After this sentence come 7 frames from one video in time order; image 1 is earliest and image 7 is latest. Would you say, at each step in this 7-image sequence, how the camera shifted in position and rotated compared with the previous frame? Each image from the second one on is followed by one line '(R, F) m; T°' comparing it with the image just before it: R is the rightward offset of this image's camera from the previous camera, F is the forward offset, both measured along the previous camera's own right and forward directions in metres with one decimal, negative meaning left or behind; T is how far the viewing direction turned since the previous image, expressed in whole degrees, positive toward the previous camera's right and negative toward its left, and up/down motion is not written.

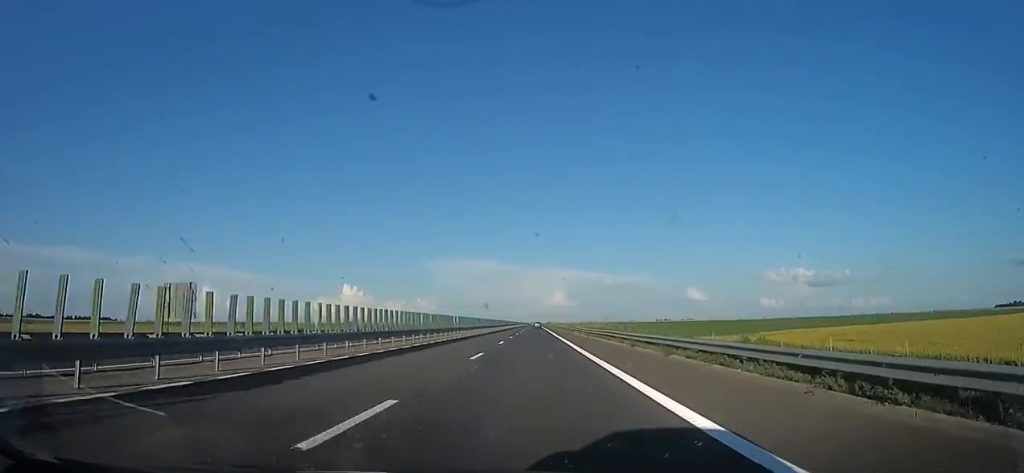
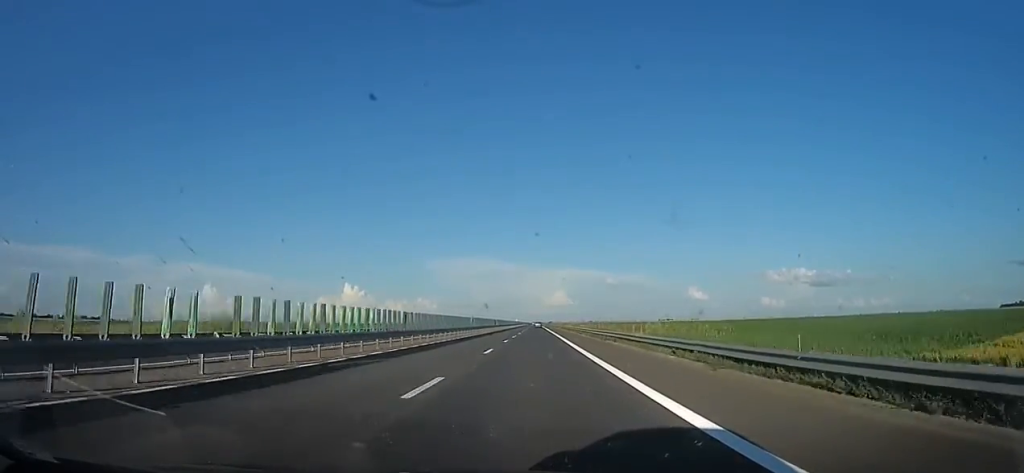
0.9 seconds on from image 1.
(0.0, +32.4) m; 0°
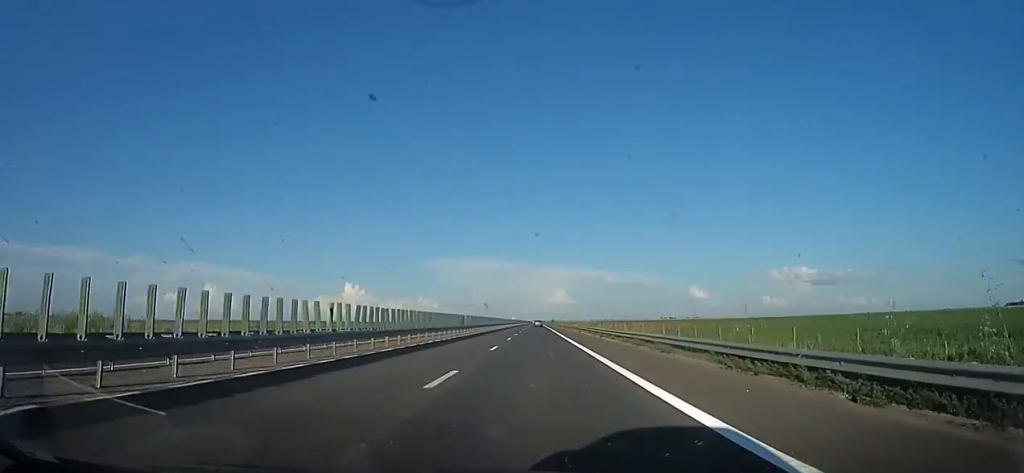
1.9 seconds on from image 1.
(0.0, +34.8) m; 0°
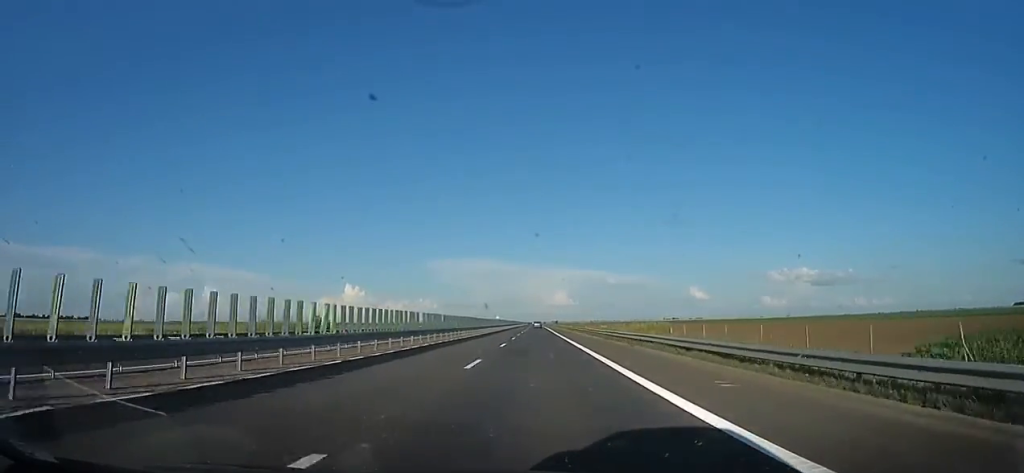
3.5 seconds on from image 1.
(0.0, +55.7) m; 0°
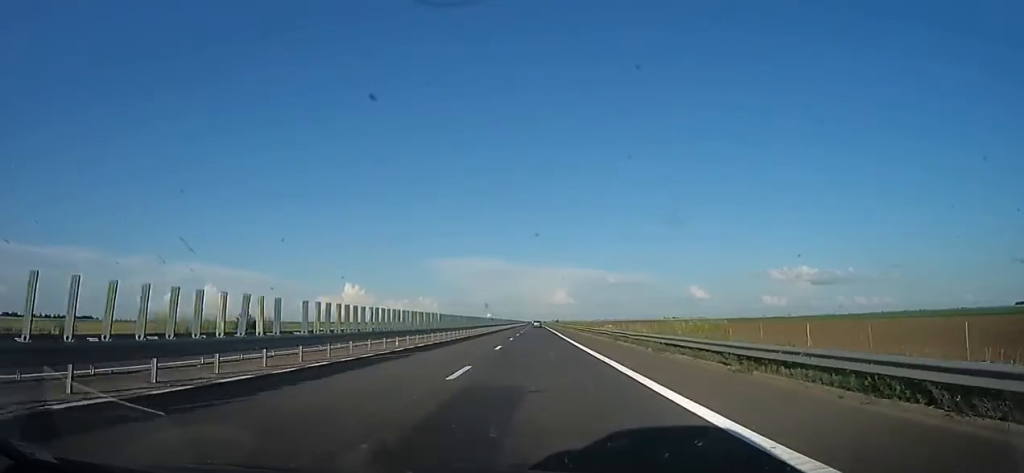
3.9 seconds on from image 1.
(+0.1, +14.8) m; -1°
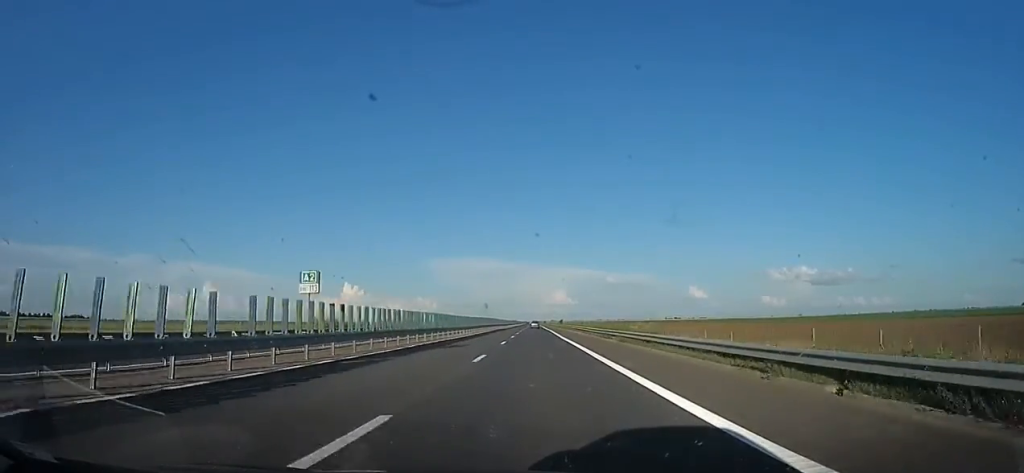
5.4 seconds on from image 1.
(-1.7, +55.0) m; -1°
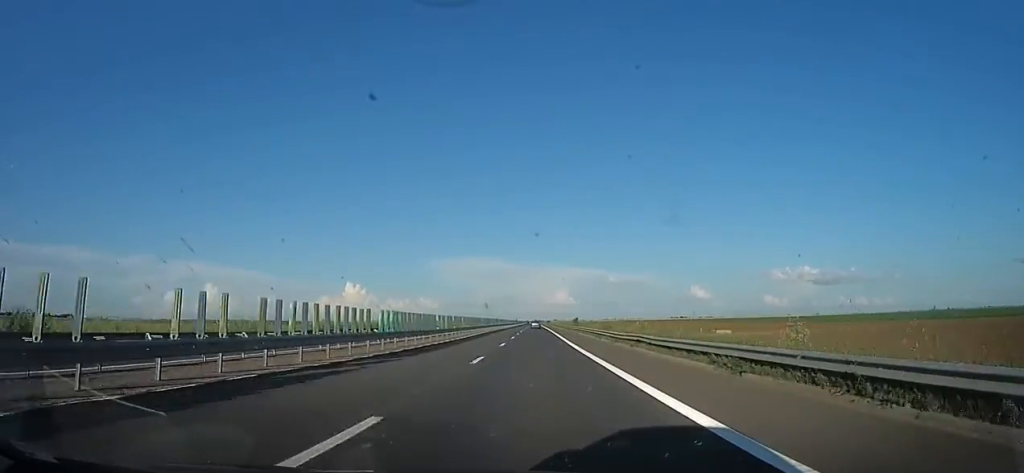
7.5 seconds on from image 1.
(+2.7, +71.9) m; +2°
